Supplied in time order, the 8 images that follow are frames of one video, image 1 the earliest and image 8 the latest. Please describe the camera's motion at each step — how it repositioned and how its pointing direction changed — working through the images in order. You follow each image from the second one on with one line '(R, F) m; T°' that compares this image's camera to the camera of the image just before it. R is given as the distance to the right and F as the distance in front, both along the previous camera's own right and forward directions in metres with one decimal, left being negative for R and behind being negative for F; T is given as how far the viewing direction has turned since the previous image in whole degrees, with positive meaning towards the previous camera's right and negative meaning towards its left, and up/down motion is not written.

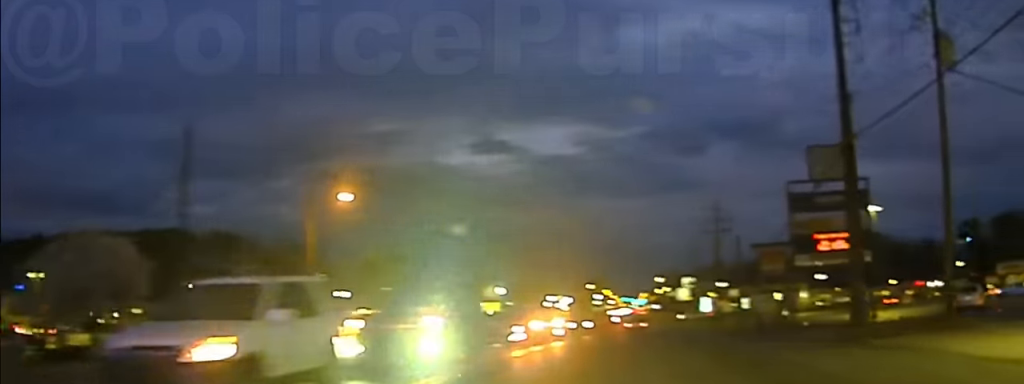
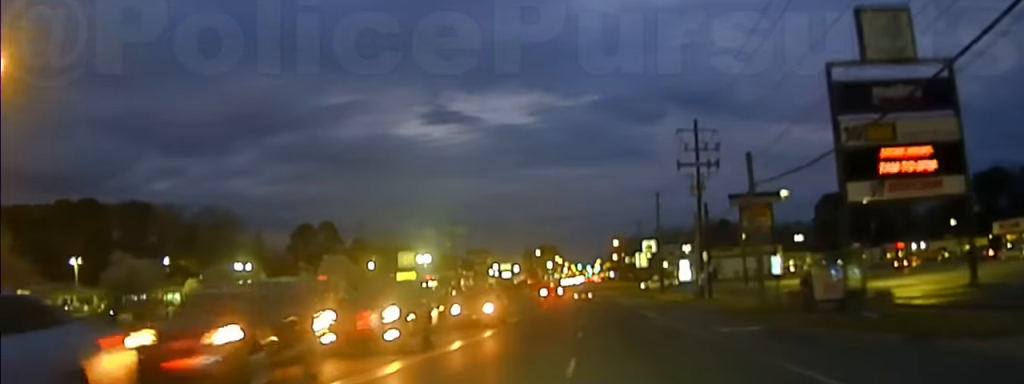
(+2.0, +25.5) m; +3°
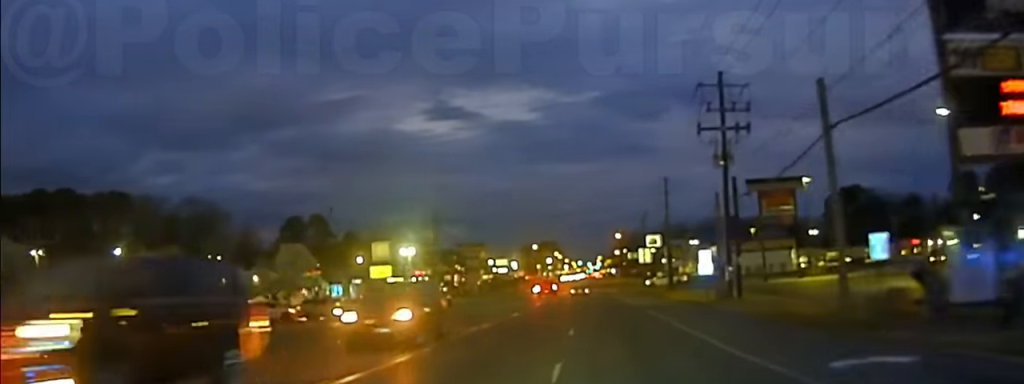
(-0.2, +12.2) m; -1°
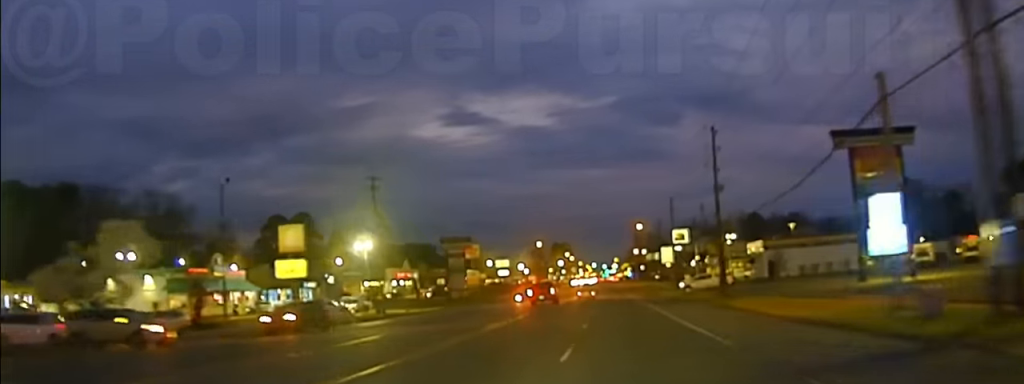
(-0.3, +32.6) m; -1°
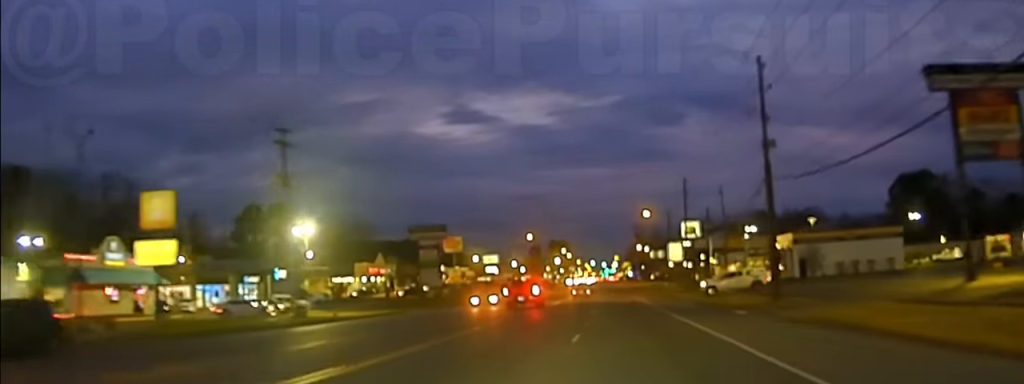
(-0.1, +21.2) m; 0°
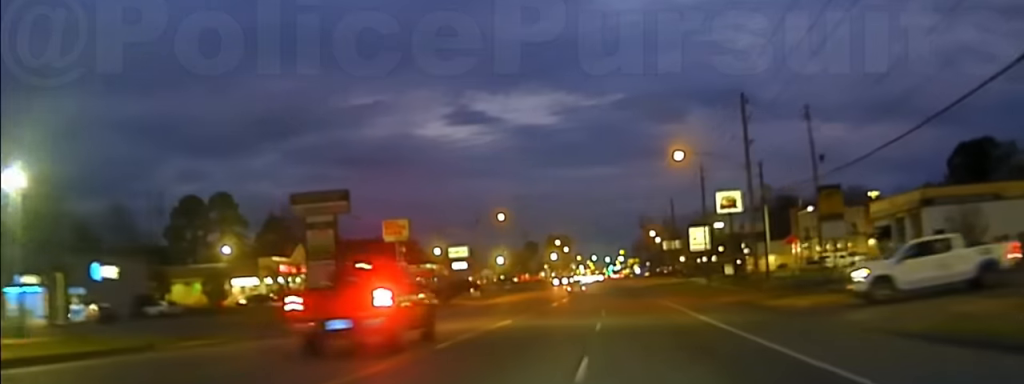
(-0.1, +44.8) m; 0°
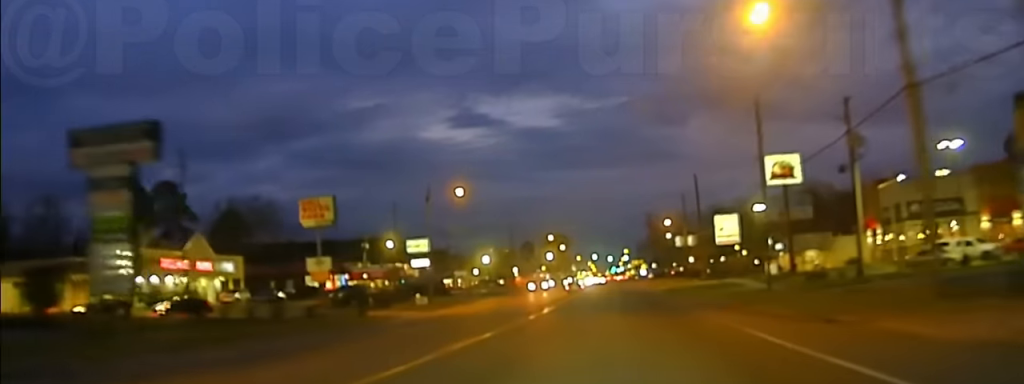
(+0.1, +31.8) m; 0°
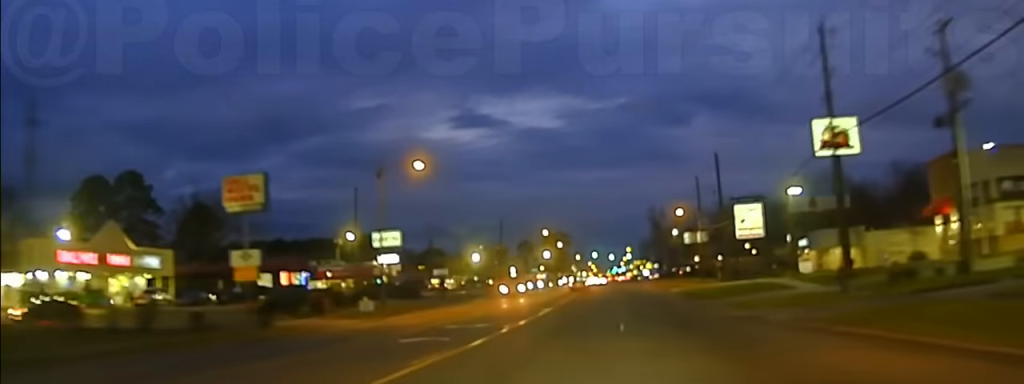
(+0.1, +16.9) m; 0°
